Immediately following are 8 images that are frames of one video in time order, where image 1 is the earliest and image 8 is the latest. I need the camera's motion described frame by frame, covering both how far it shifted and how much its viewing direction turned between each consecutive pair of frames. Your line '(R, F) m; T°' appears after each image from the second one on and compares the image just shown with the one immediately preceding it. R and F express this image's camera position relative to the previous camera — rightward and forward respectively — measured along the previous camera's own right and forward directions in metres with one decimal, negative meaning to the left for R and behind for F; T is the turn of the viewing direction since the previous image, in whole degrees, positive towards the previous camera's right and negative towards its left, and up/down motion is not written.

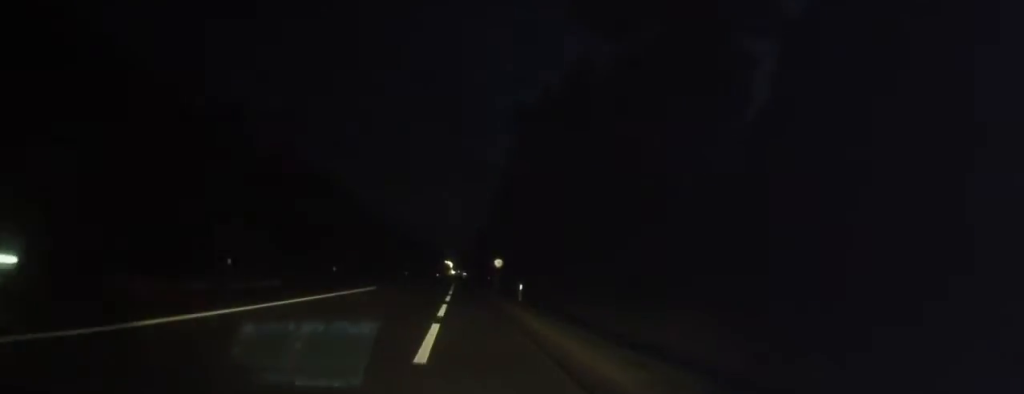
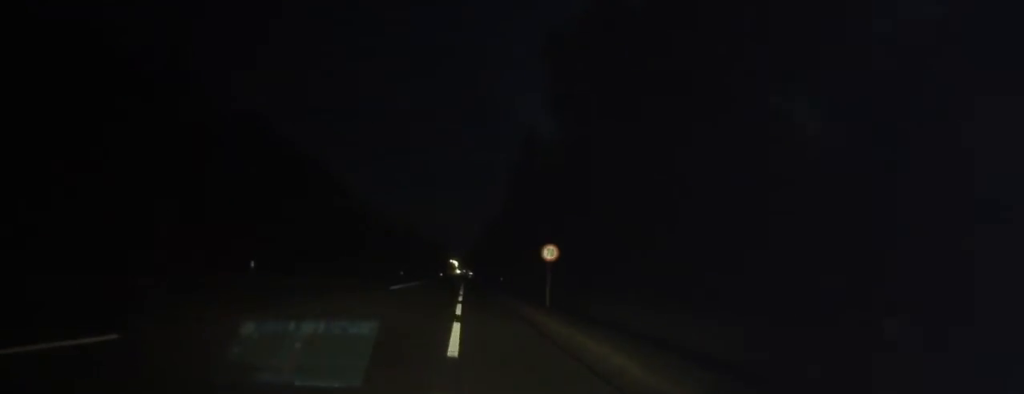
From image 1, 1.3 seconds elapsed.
(-0.2, +25.8) m; 0°
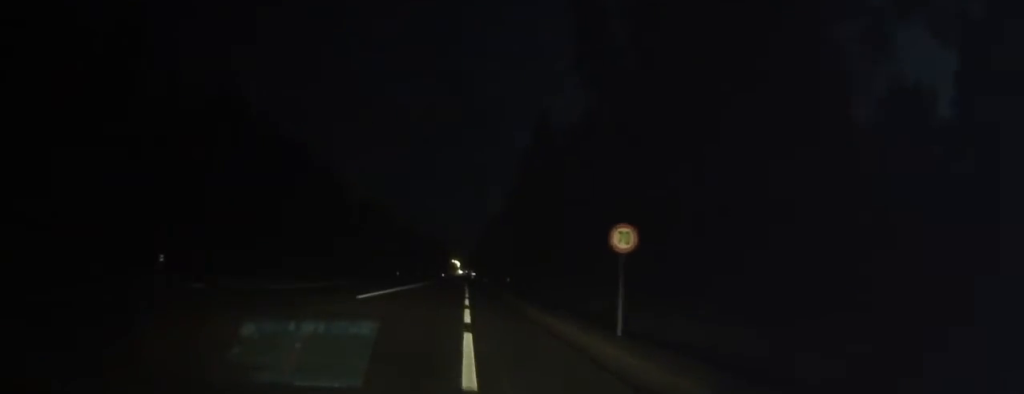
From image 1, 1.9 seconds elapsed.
(+0.1, +11.3) m; 0°
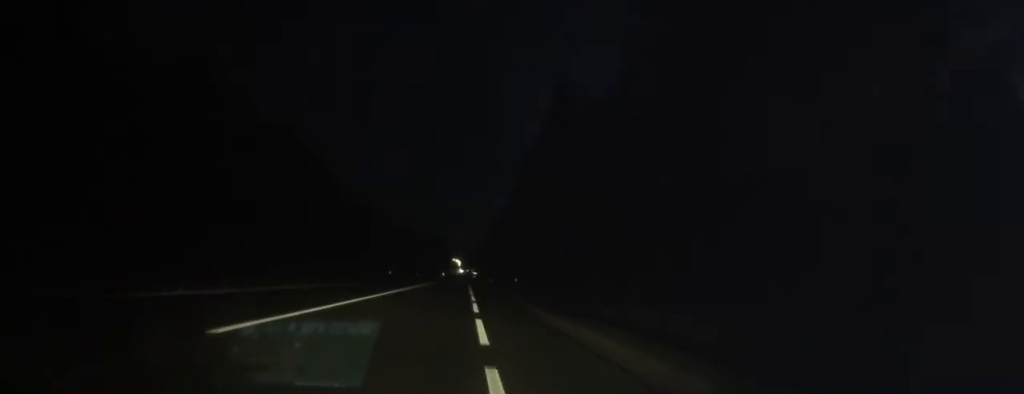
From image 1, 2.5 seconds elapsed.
(-0.1, +13.3) m; 0°
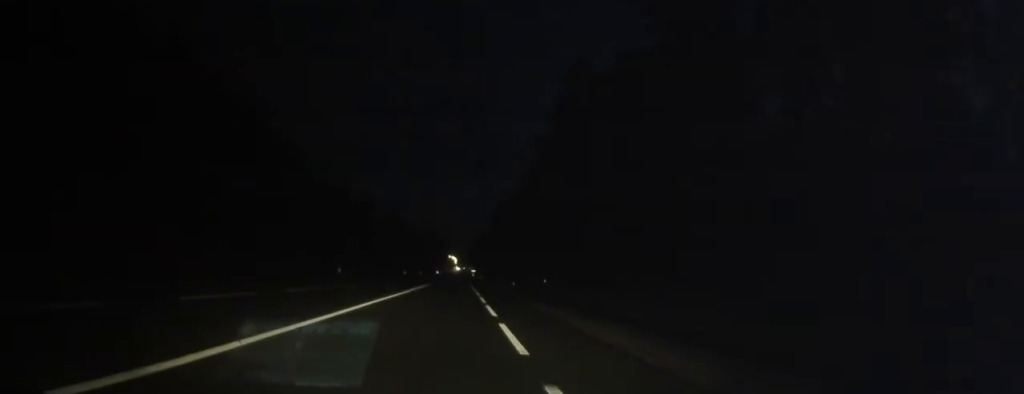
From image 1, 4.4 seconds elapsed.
(-0.2, +37.4) m; 0°
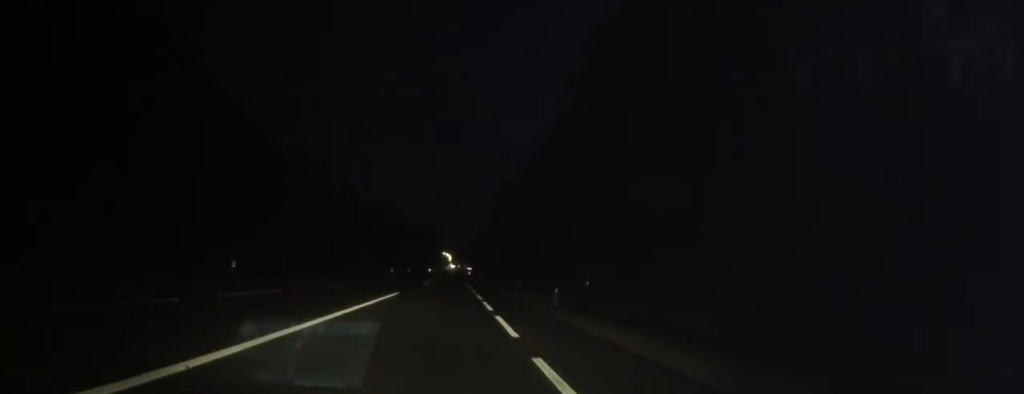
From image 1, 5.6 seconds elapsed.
(0.0, +24.6) m; +1°
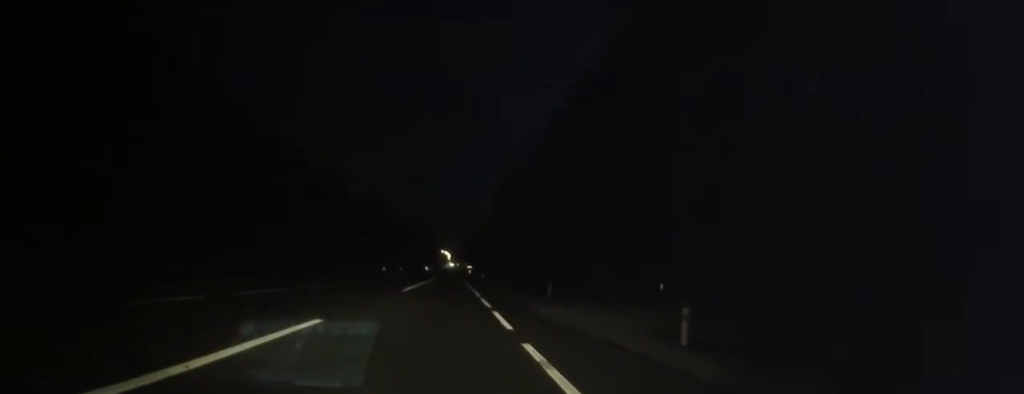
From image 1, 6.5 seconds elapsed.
(+0.2, +16.6) m; 0°
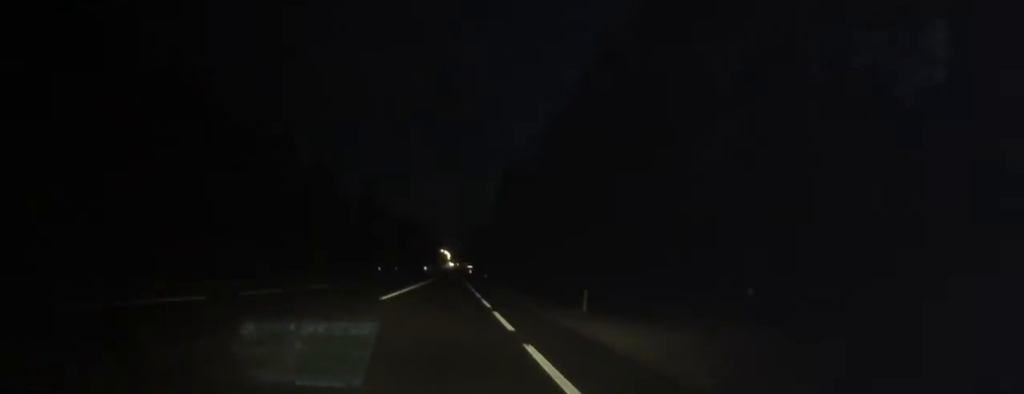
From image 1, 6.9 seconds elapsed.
(+0.2, +9.3) m; 0°
